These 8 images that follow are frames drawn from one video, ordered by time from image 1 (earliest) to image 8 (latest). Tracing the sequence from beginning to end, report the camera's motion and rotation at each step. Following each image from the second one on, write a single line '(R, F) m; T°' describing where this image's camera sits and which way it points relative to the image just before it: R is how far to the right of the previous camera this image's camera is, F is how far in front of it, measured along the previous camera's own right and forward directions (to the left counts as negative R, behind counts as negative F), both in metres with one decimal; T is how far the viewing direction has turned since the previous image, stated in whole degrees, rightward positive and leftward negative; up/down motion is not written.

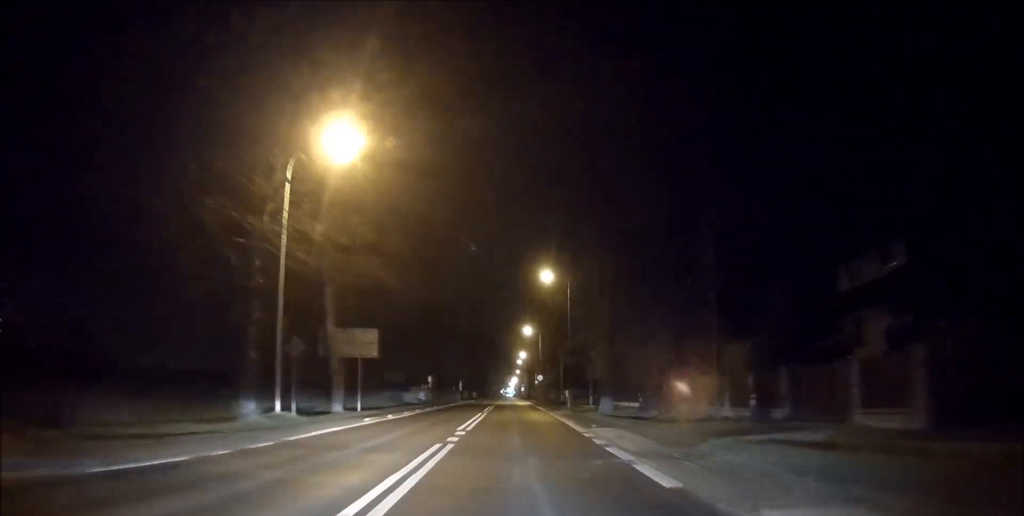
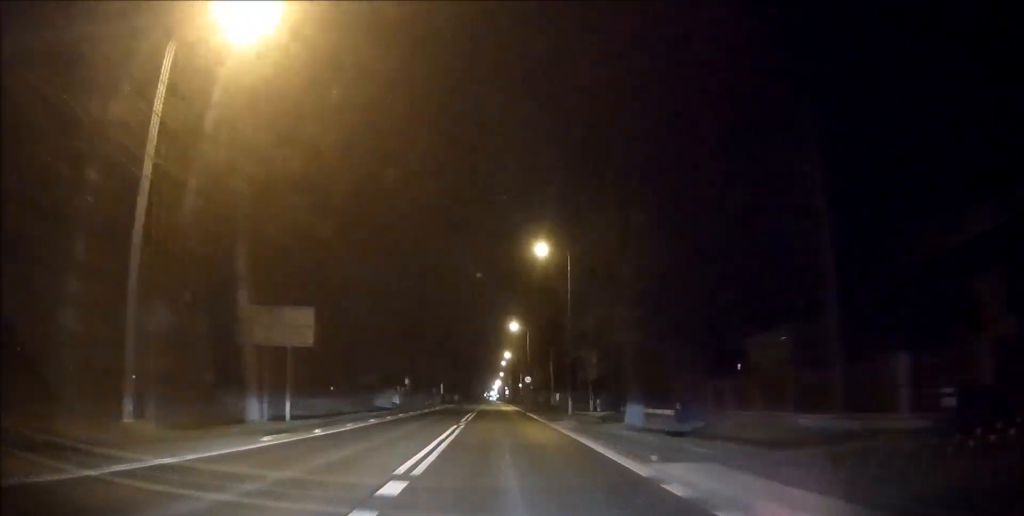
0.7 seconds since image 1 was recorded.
(-0.1, +9.8) m; +1°
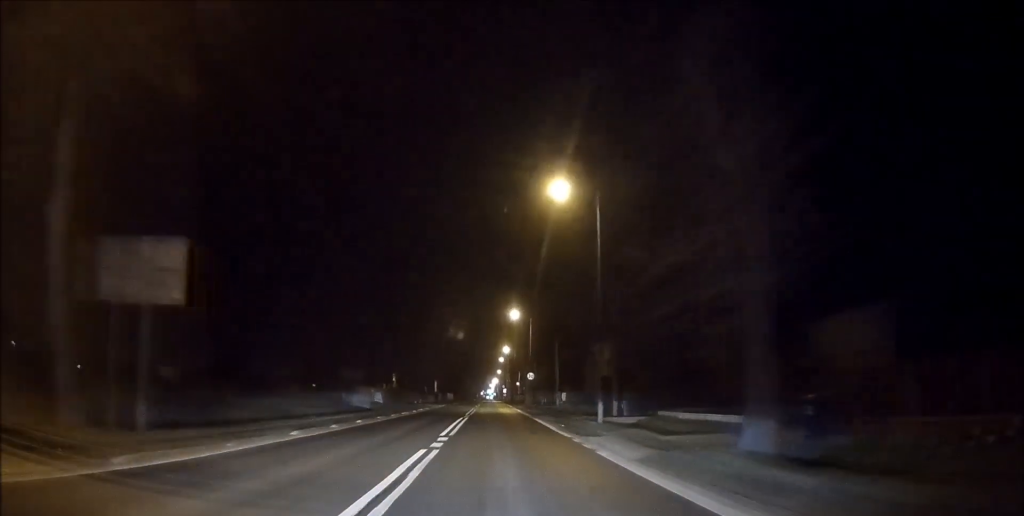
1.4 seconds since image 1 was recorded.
(+0.2, +10.9) m; 0°
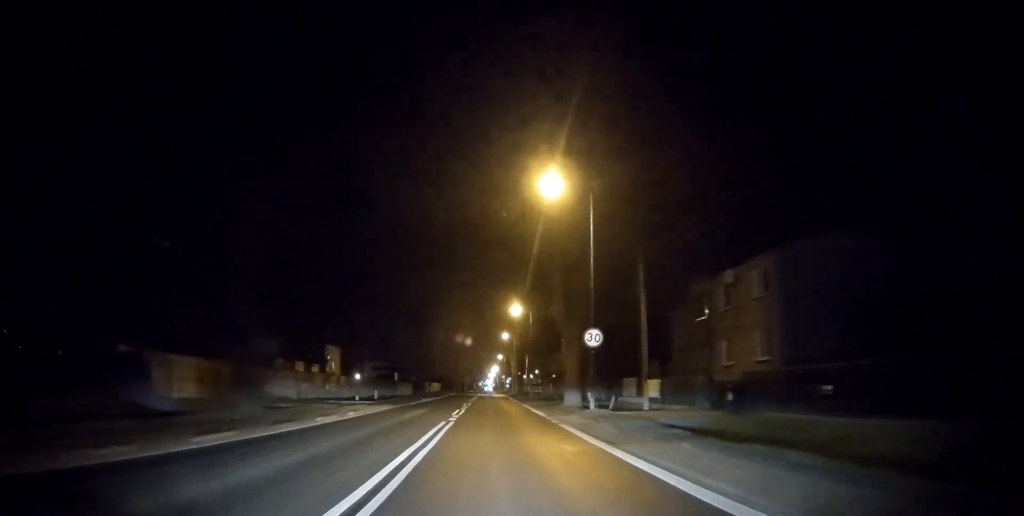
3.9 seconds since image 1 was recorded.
(0.0, +41.4) m; 0°
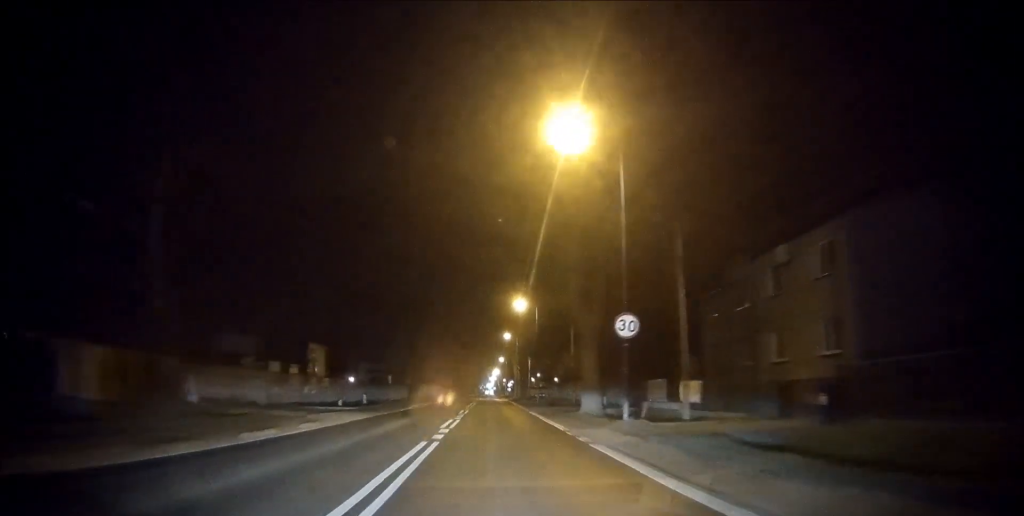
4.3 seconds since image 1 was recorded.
(0.0, +6.9) m; 0°
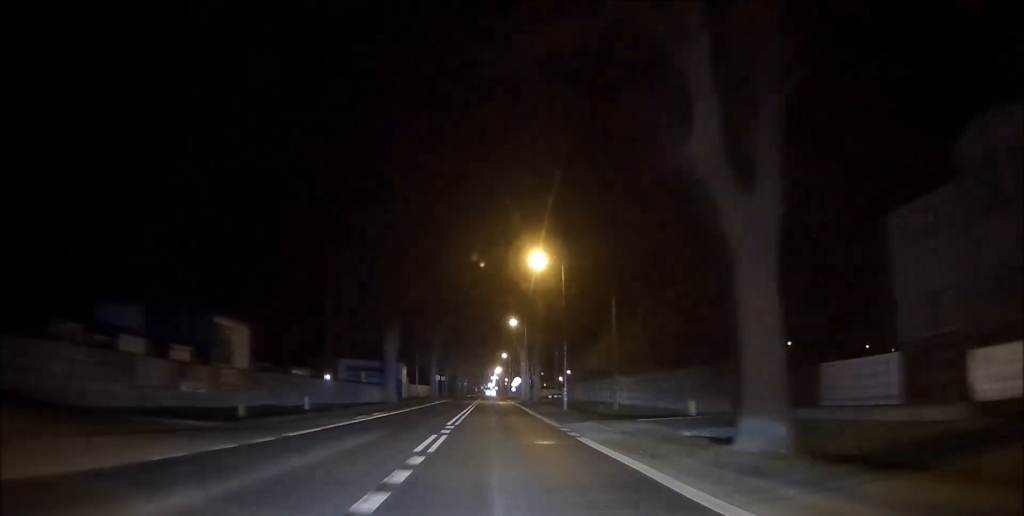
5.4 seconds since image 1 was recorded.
(-0.1, +20.4) m; 0°
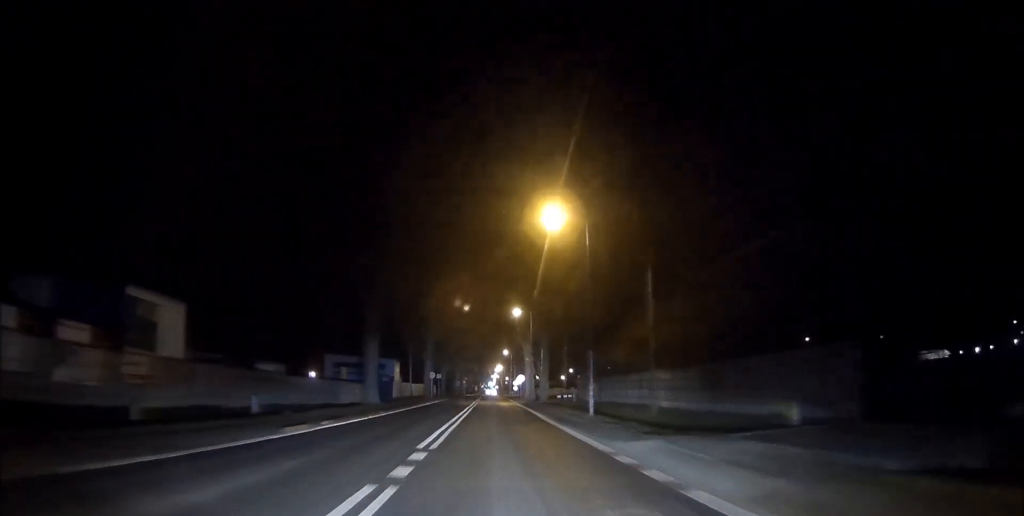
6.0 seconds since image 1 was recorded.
(0.0, +9.4) m; 0°
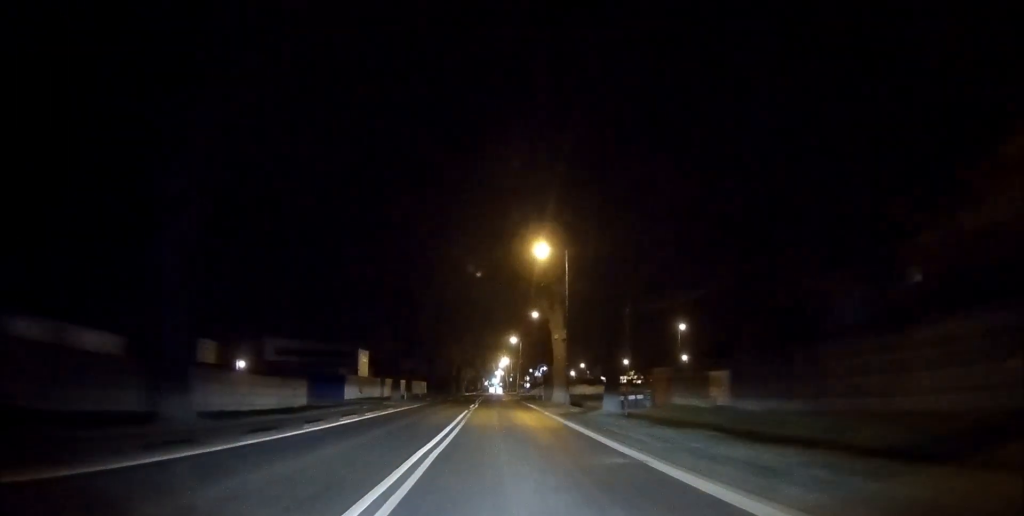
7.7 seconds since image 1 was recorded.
(+0.1, +29.7) m; 0°
